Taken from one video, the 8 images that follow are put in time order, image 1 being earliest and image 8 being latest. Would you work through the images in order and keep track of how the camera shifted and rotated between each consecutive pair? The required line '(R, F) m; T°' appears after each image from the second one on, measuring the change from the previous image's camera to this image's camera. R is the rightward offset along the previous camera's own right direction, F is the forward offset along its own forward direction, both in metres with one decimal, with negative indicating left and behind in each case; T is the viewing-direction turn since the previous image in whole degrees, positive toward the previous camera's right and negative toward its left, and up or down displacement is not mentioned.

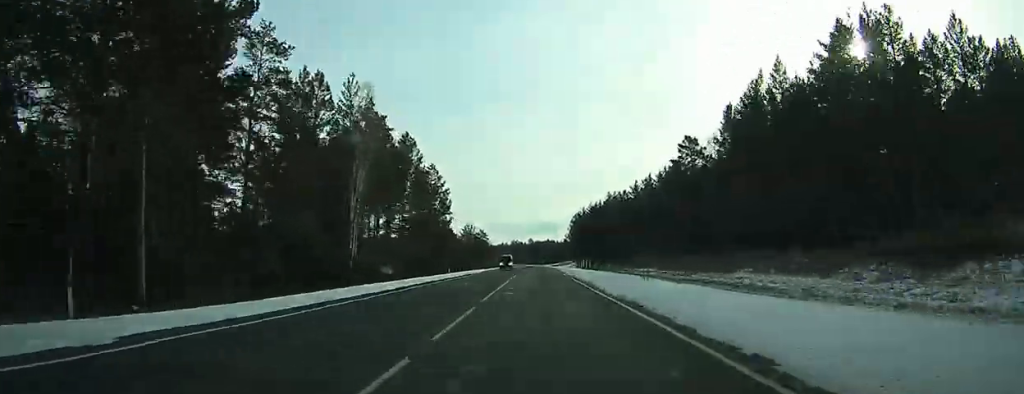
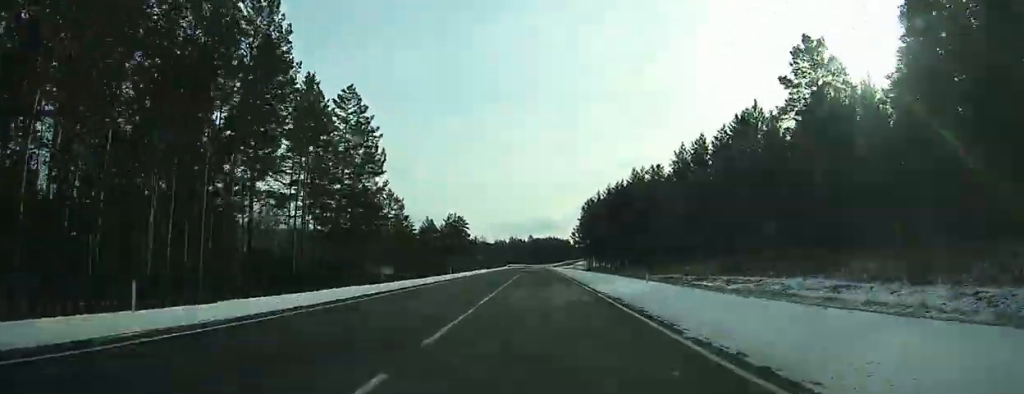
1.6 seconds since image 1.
(-1.4, +47.6) m; +2°
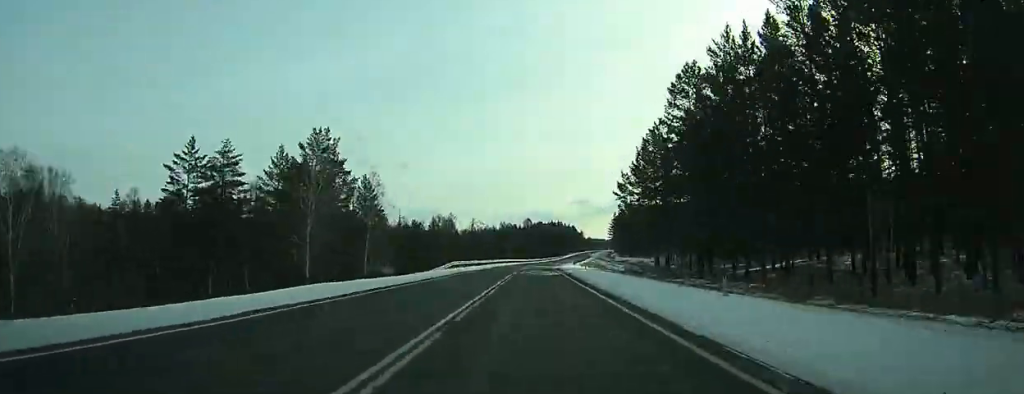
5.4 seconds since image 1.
(+5.8, +104.6) m; +2°
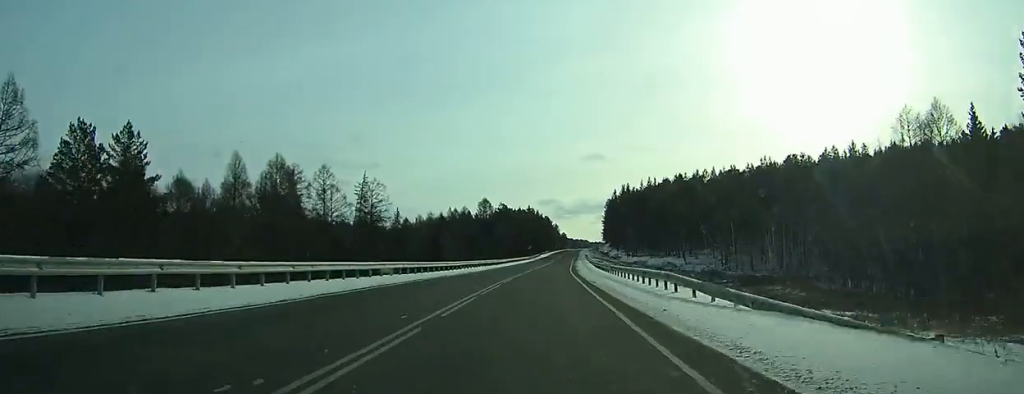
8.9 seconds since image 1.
(+1.5, +101.0) m; +3°
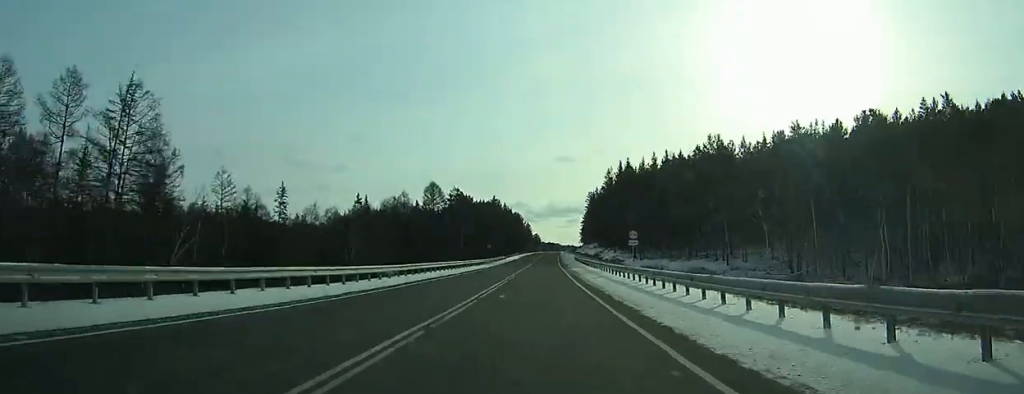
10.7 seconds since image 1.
(+1.0, +56.7) m; +2°
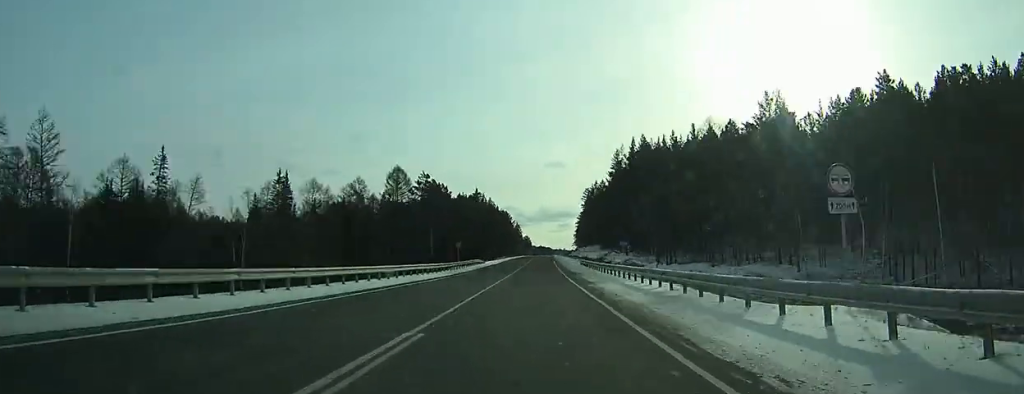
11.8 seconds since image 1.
(+0.2, +32.5) m; +1°
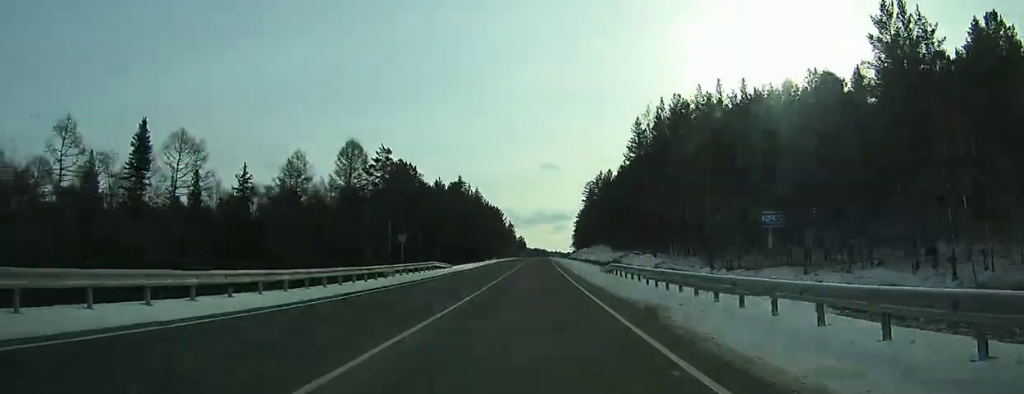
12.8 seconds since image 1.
(+0.2, +29.8) m; 0°
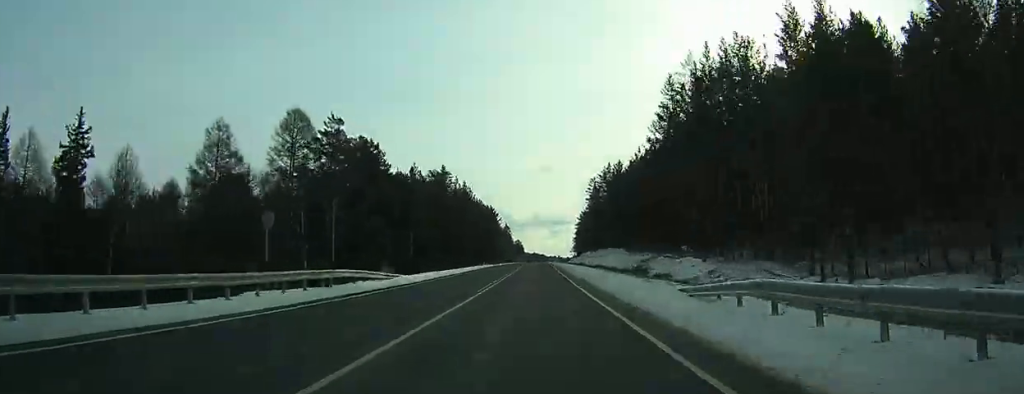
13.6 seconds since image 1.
(0.0, +23.6) m; 0°
